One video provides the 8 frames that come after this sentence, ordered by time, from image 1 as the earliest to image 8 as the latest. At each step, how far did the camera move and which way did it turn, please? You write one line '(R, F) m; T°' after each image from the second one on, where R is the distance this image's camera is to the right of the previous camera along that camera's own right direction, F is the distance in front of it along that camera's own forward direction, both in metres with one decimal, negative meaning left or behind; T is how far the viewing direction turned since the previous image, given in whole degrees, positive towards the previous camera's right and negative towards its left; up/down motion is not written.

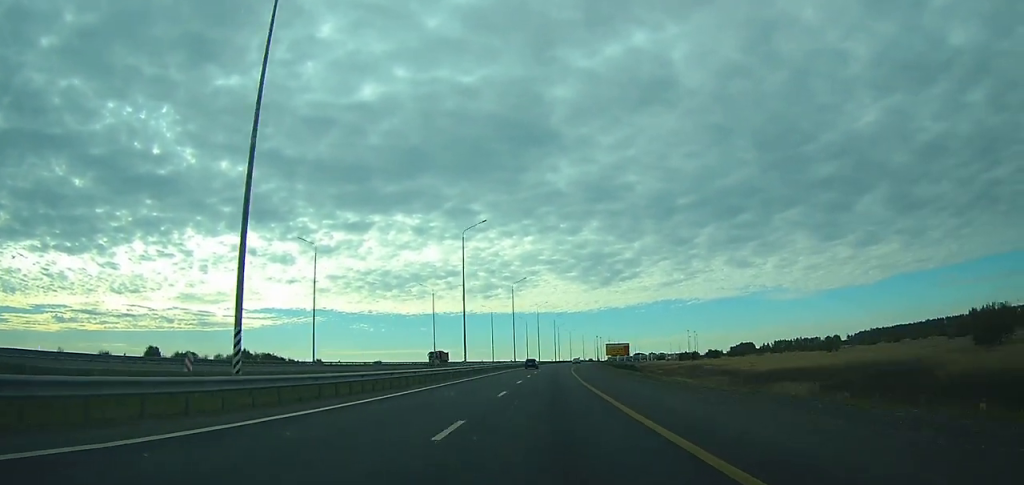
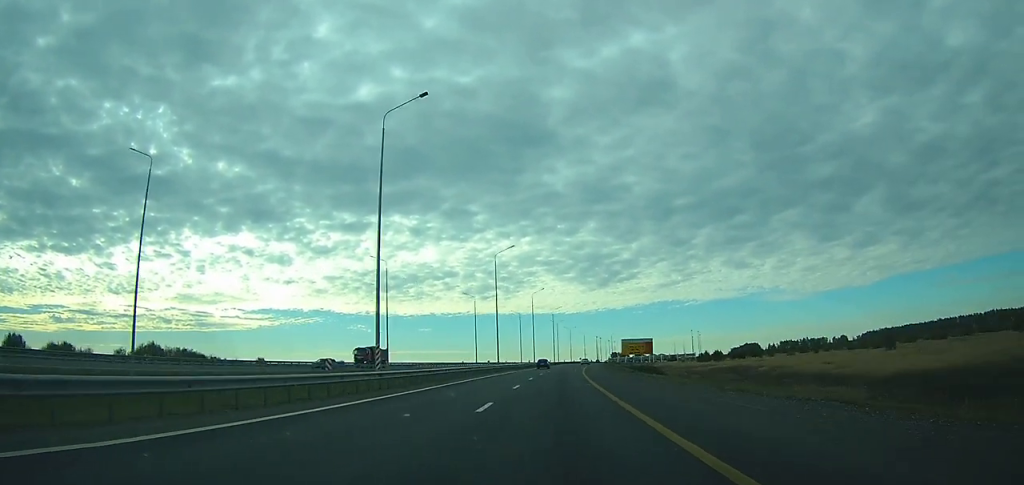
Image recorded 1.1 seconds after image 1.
(+0.1, +29.2) m; +1°
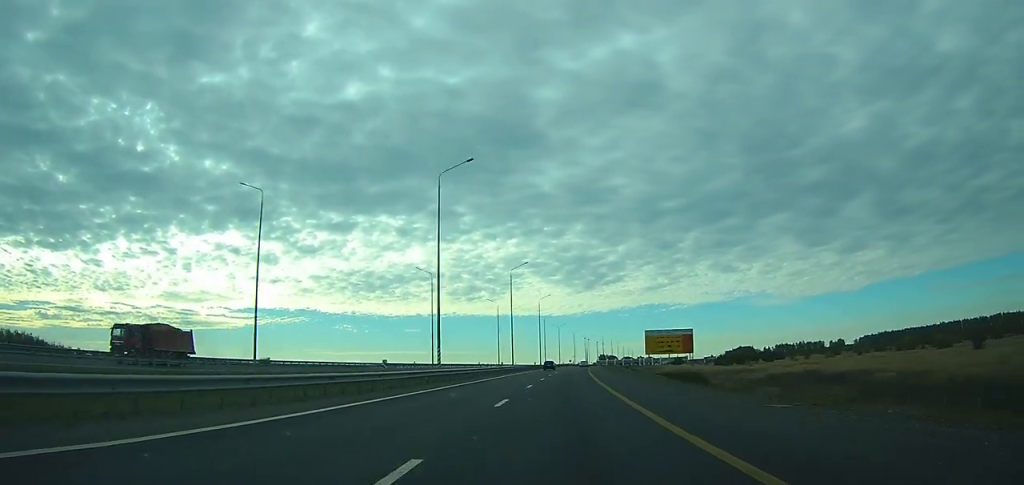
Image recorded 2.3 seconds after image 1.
(+0.3, +32.5) m; +1°
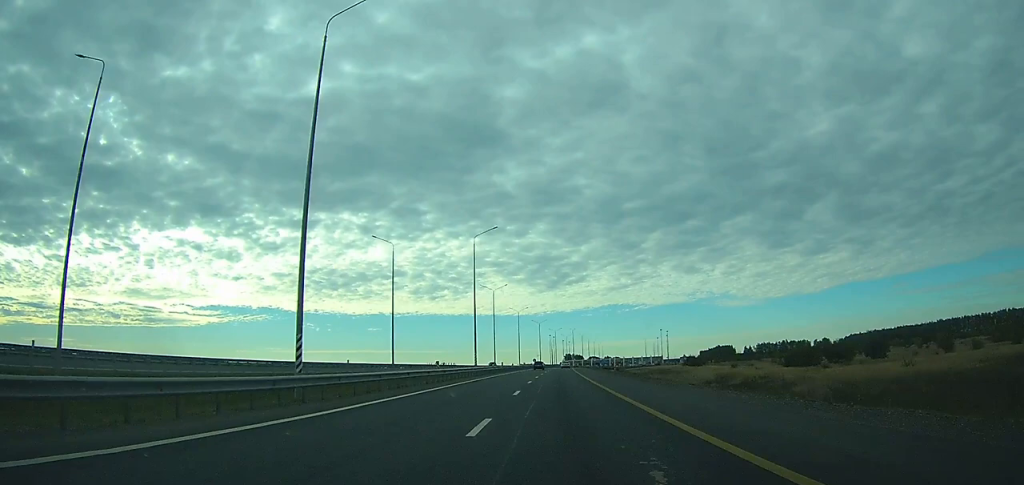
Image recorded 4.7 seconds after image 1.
(+1.0, +68.1) m; +2°
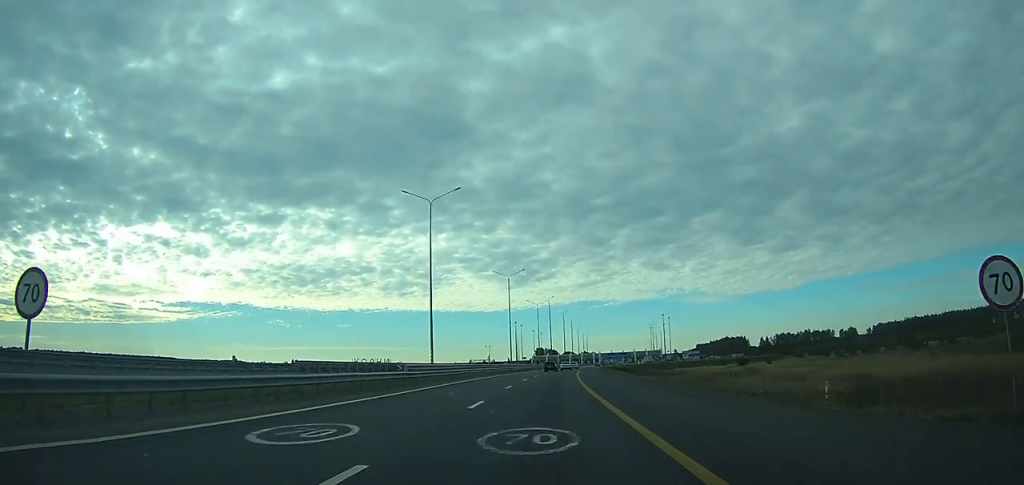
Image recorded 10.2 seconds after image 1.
(+6.3, +146.4) m; +4°
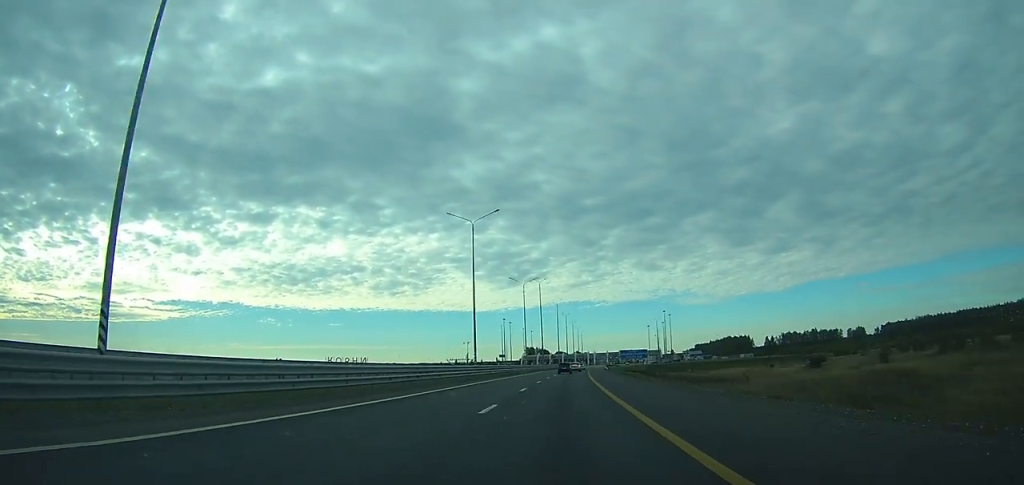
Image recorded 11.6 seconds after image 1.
(+0.2, +36.4) m; +1°
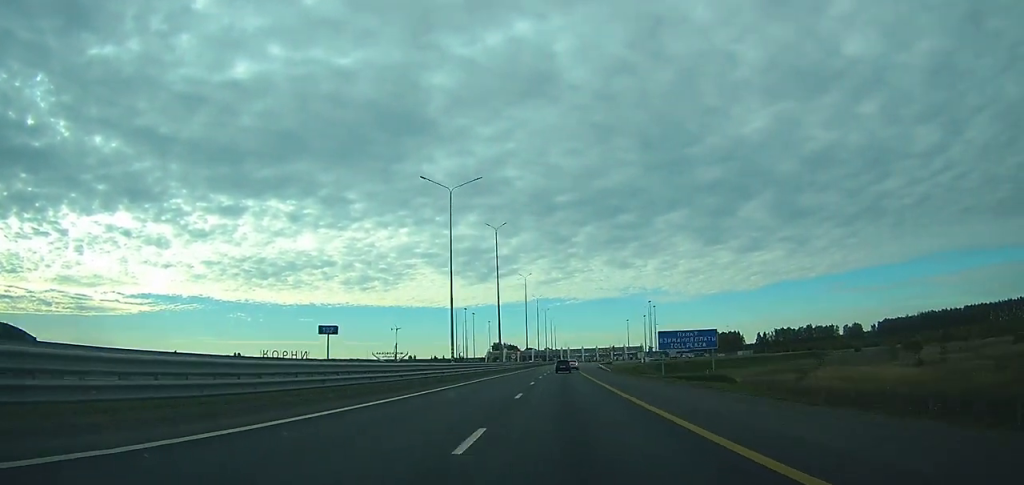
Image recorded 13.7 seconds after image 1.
(+0.8, +55.6) m; +2°
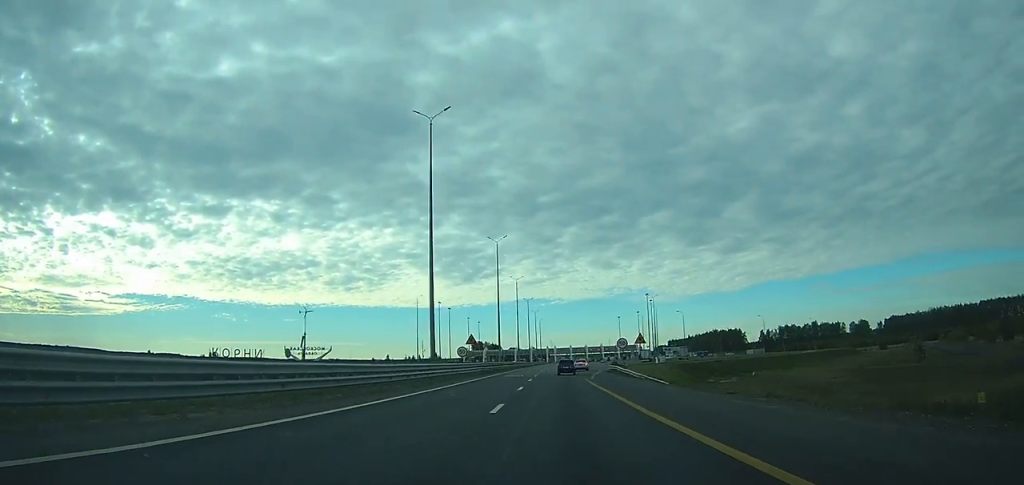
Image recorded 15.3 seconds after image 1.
(+0.6, +43.1) m; +2°
